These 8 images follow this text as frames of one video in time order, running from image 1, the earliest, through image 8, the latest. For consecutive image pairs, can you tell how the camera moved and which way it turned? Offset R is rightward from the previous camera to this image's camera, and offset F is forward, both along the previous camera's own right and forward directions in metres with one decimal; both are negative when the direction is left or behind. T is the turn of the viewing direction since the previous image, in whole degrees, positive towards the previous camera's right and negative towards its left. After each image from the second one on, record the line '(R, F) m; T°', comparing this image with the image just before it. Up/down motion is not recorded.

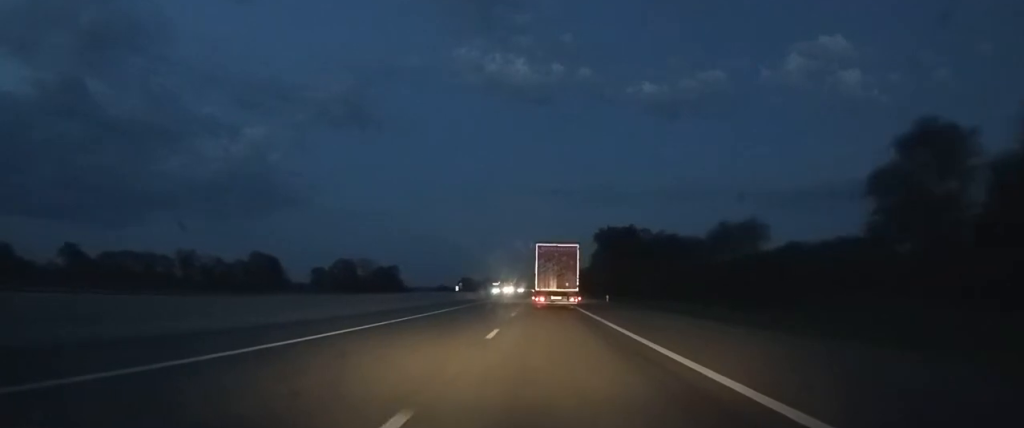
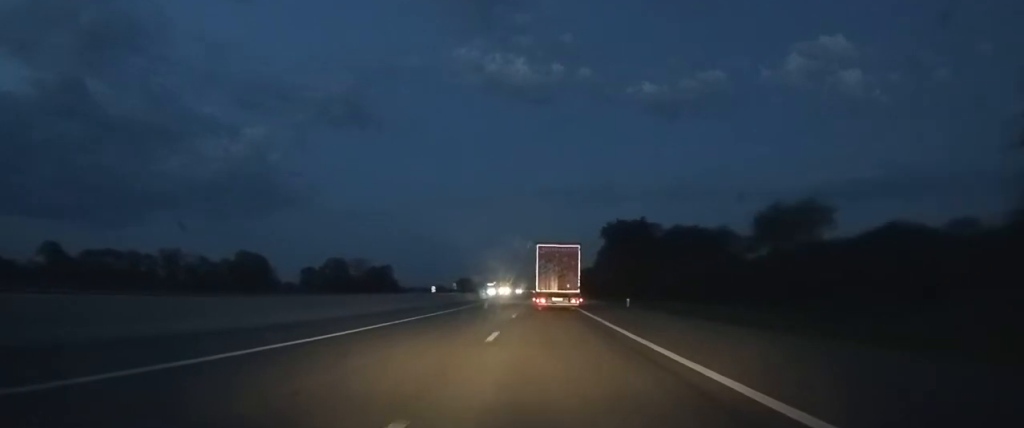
(0.0, +11.3) m; 0°
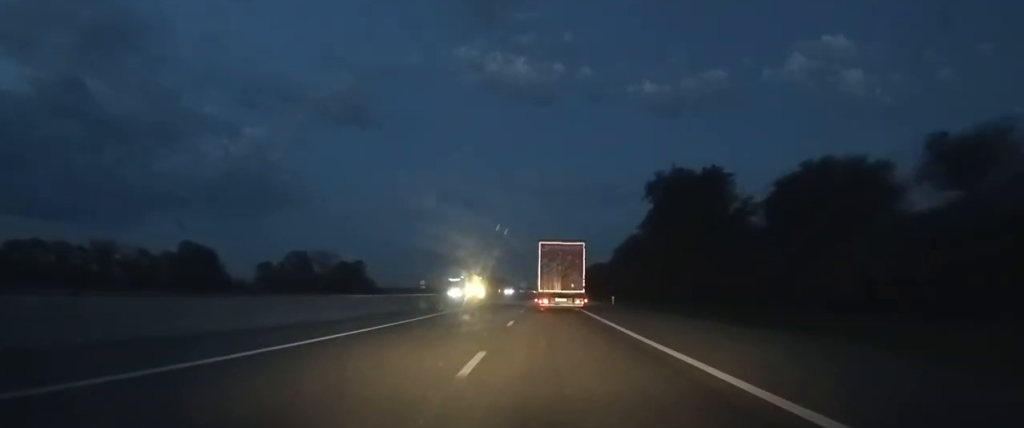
(0.0, +33.4) m; 0°
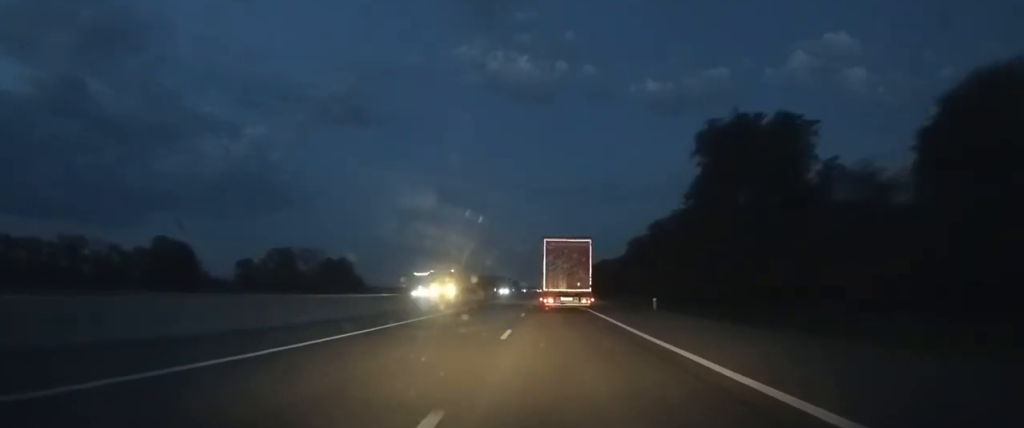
(0.0, +12.6) m; 0°
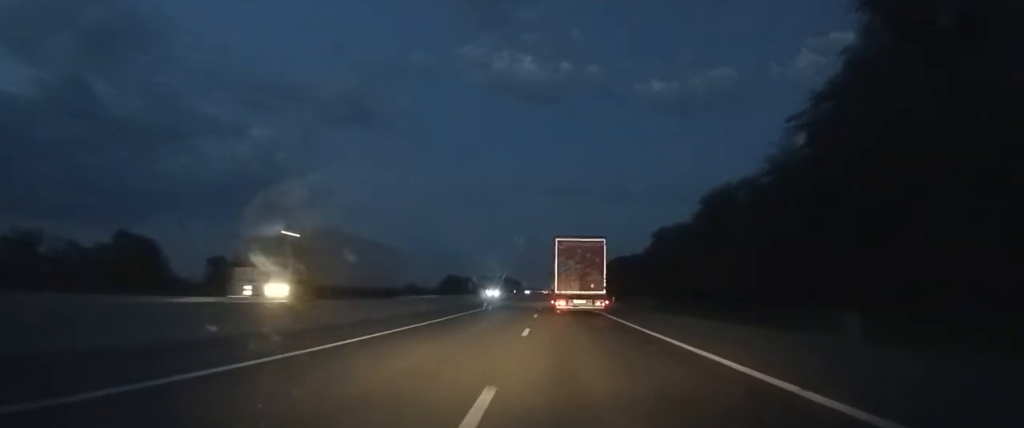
(0.0, +16.0) m; 0°
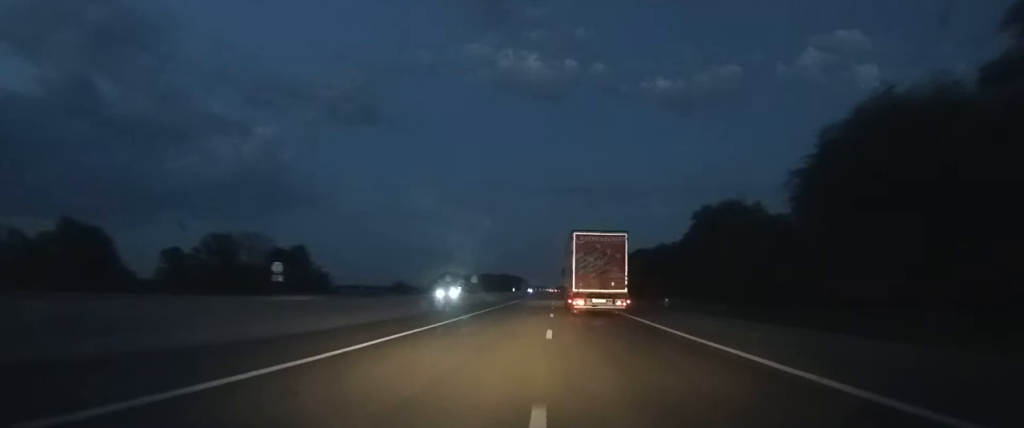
(0.0, +21.2) m; 0°
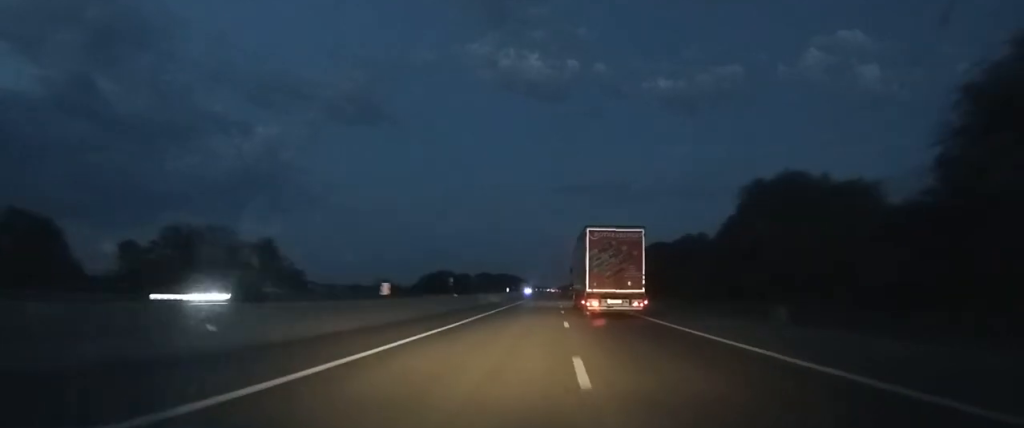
(-0.2, +18.7) m; 0°
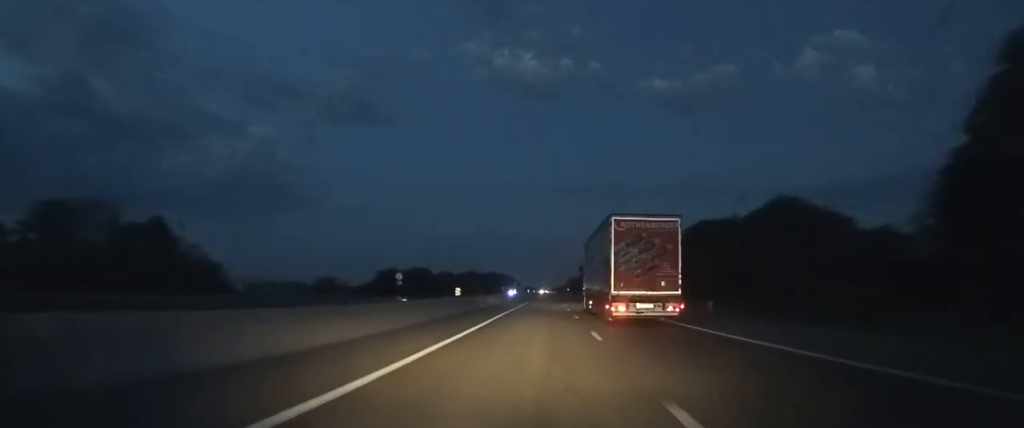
(0.0, +44.0) m; 0°
